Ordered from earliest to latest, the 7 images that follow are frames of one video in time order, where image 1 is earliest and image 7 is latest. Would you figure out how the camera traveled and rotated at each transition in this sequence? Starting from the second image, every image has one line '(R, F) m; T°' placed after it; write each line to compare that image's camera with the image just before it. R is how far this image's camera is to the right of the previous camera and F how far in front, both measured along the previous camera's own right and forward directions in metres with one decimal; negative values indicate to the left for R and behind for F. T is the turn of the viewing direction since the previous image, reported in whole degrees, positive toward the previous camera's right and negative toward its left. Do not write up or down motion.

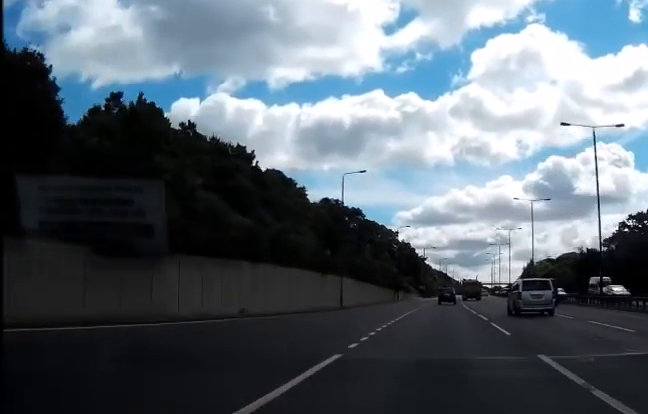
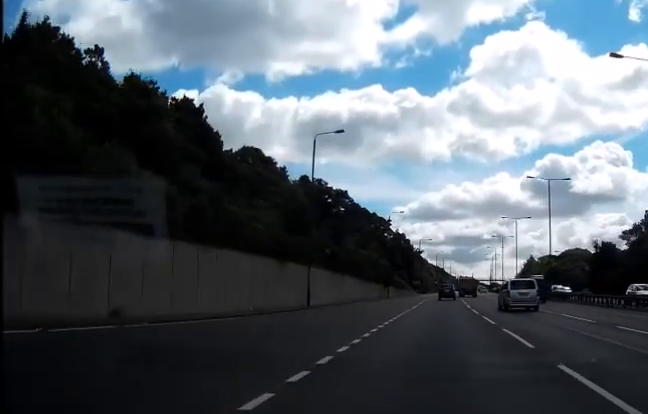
(0.0, +13.3) m; 0°
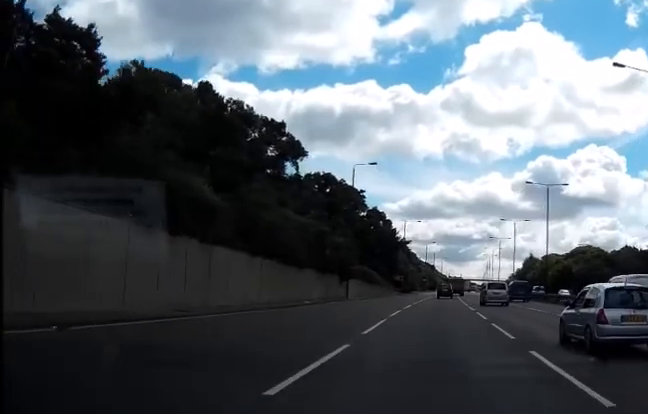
(+0.3, +34.0) m; +1°
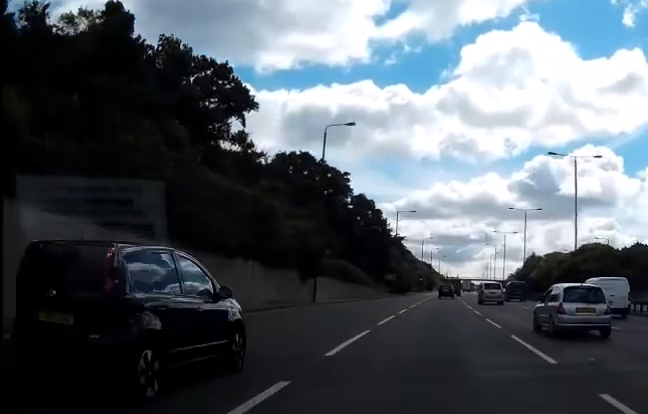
(0.0, +14.6) m; 0°
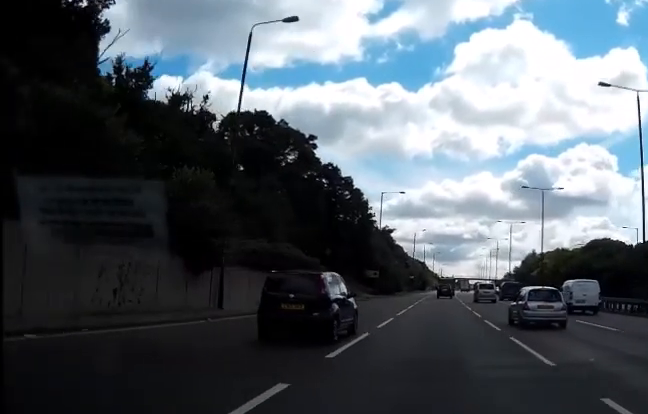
(+0.1, +18.3) m; +1°
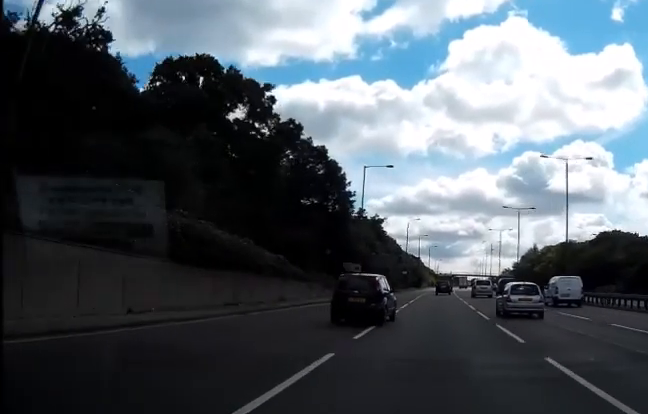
(+0.1, +14.8) m; 0°
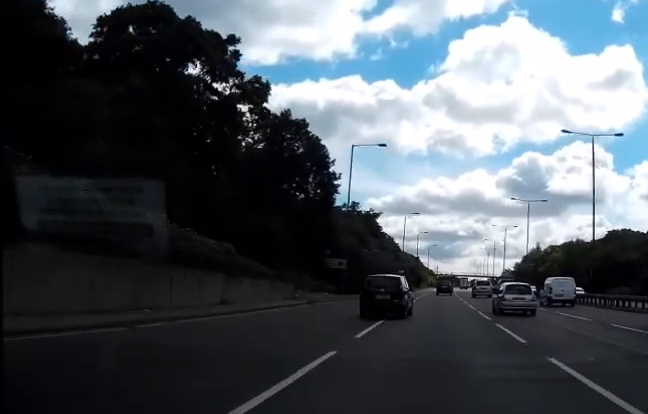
(0.0, +9.2) m; 0°
